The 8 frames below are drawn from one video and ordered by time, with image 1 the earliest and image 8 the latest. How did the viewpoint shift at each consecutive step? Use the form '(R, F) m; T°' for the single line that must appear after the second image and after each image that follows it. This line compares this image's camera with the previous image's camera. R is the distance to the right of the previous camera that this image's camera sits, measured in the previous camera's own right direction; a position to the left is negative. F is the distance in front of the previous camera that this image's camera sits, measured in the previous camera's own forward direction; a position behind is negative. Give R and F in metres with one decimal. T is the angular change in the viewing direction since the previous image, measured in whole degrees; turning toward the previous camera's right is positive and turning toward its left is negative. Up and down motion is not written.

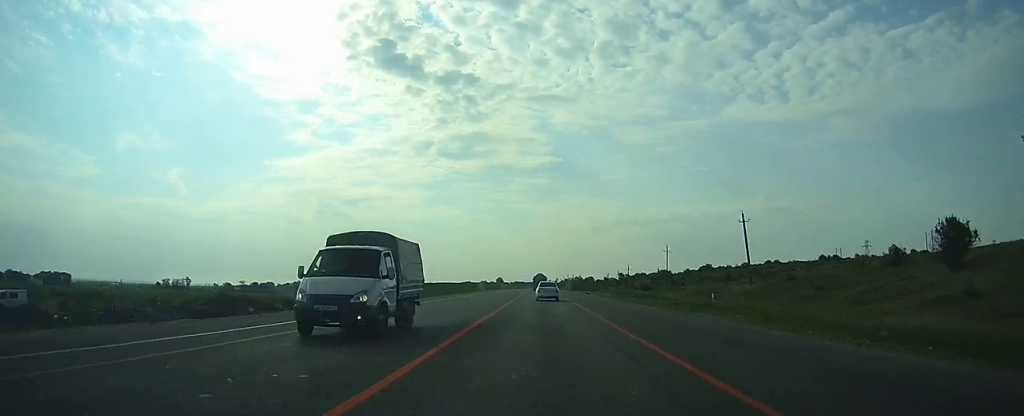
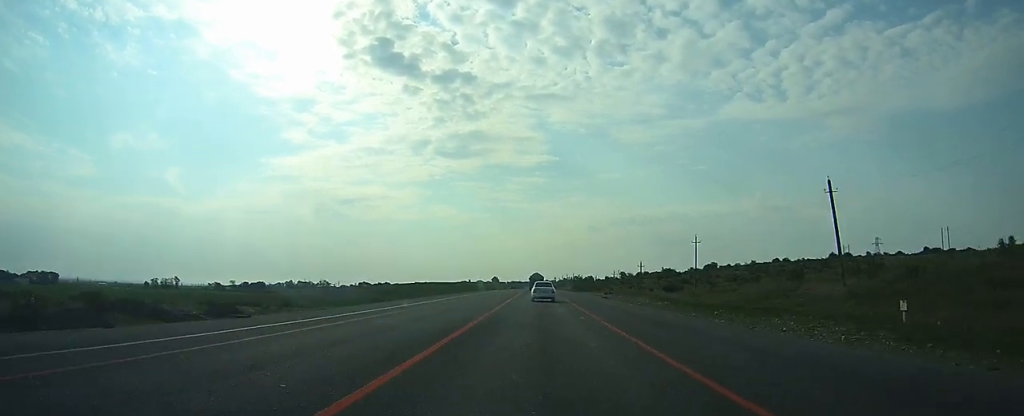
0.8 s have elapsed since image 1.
(0.0, +22.4) m; 0°
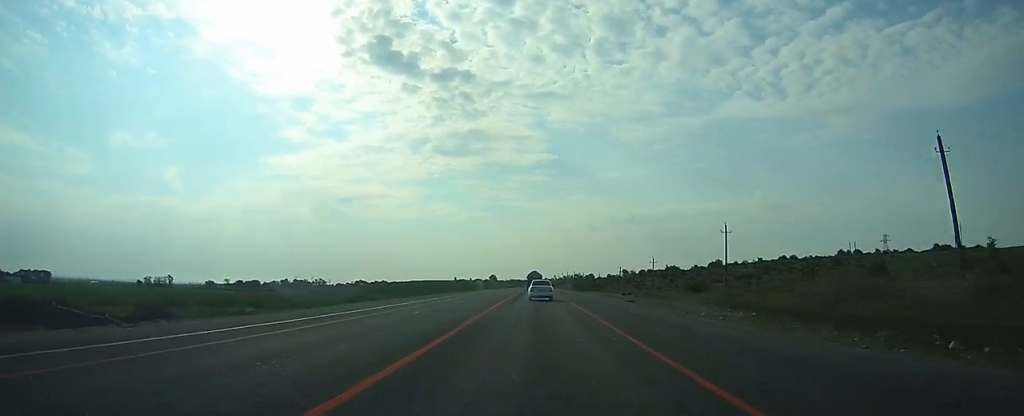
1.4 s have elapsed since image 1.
(0.0, +15.1) m; 0°
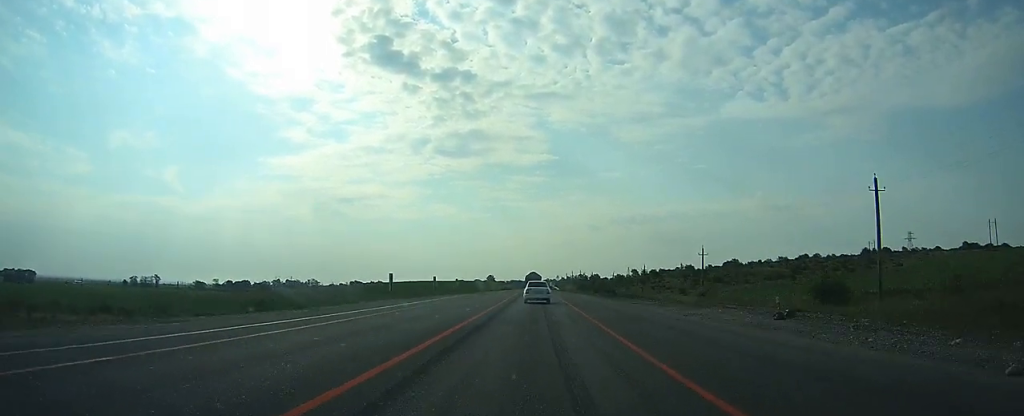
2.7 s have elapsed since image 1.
(0.0, +35.2) m; 0°
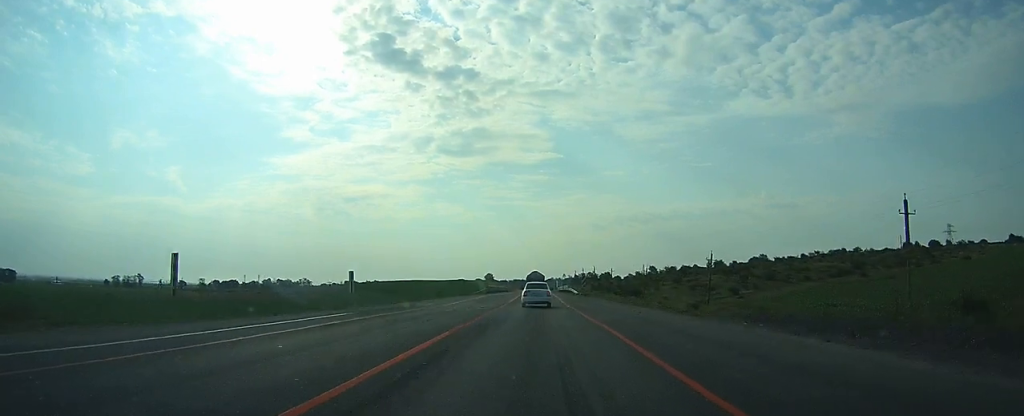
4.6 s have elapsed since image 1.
(0.0, +47.1) m; 0°
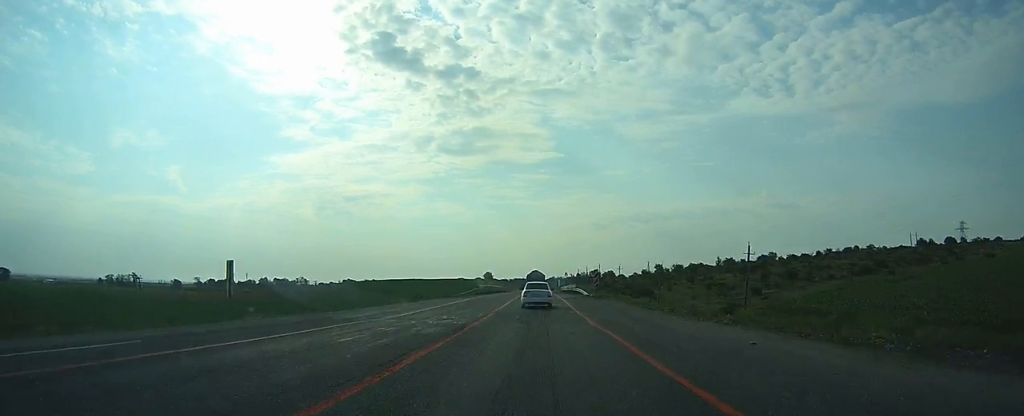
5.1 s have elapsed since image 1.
(0.0, +14.3) m; 0°
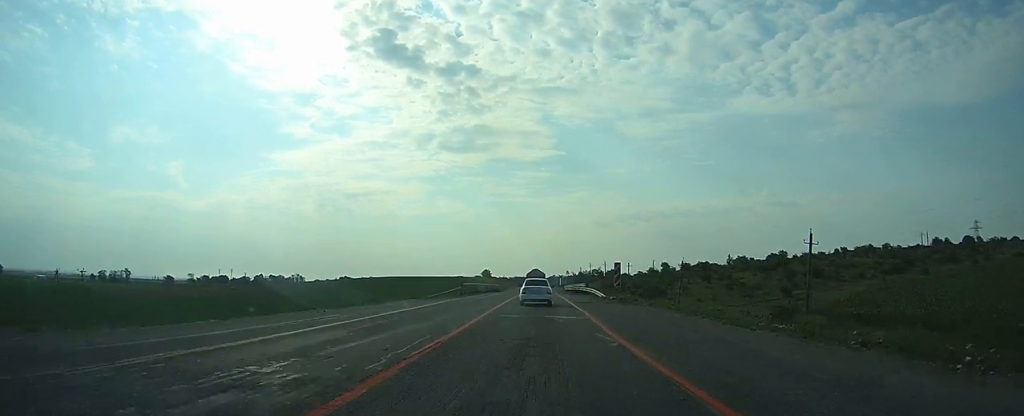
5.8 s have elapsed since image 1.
(0.0, +15.6) m; 0°
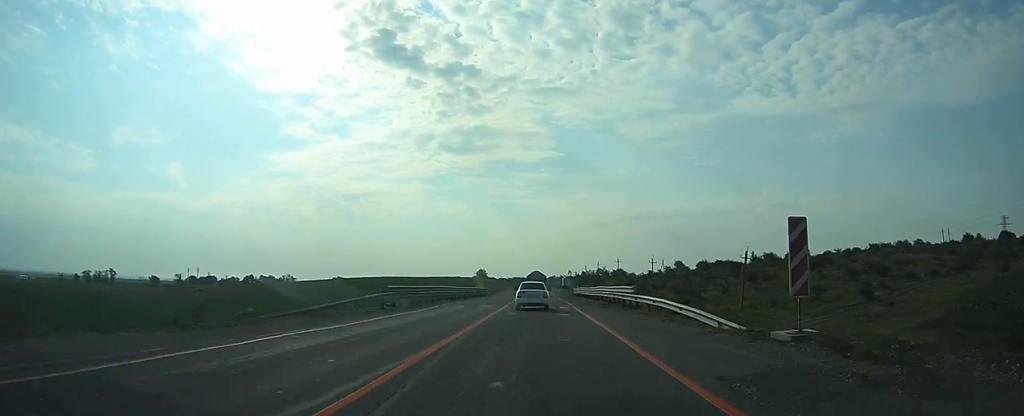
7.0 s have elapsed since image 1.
(0.0, +29.9) m; 0°
